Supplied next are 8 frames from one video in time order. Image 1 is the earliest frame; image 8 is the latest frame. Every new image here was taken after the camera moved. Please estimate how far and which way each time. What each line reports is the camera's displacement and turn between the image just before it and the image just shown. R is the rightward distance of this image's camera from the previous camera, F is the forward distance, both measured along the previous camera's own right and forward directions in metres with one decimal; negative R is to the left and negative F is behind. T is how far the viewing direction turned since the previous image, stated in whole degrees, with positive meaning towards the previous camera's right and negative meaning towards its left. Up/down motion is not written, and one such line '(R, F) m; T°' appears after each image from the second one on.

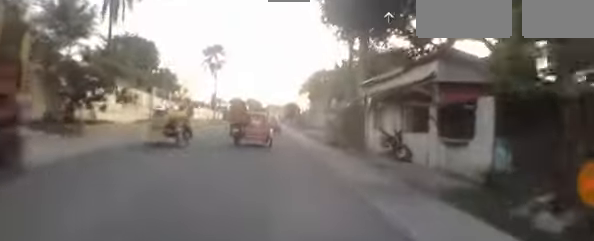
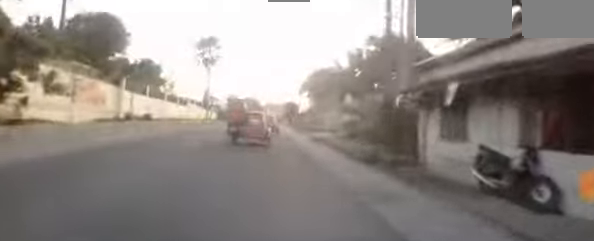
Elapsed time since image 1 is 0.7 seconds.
(-0.3, +5.5) m; 0°
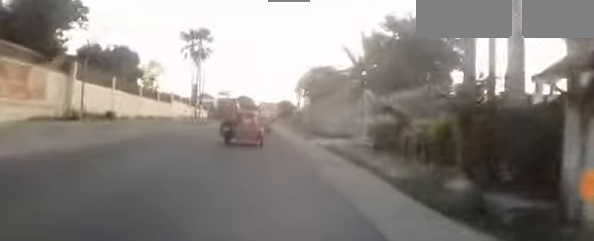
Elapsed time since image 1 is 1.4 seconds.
(+0.1, +5.1) m; -1°
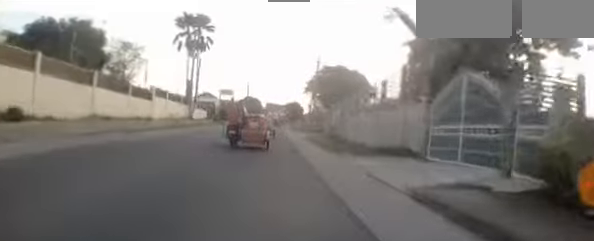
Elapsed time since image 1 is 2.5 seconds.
(-0.1, +8.3) m; -1°
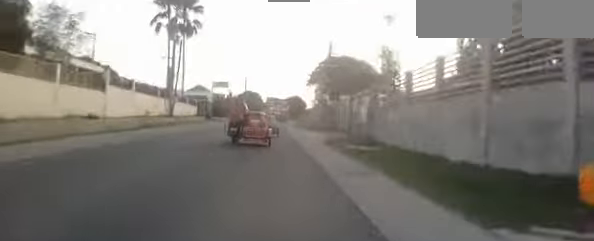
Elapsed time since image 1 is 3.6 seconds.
(+0.1, +8.0) m; +3°
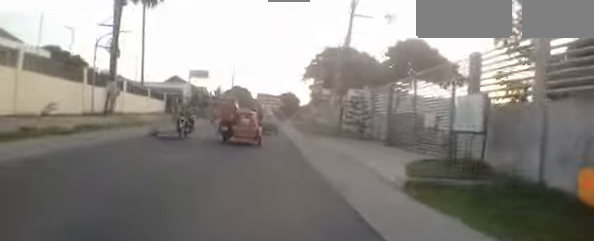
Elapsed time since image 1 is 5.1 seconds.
(+0.6, +11.0) m; +6°
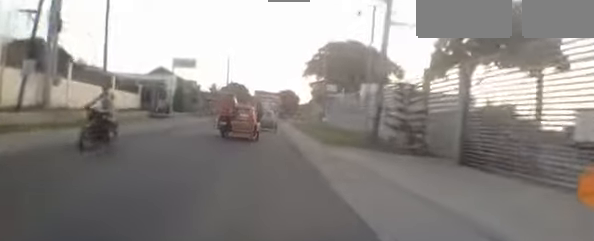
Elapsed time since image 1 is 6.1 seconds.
(+0.2, +7.5) m; -4°
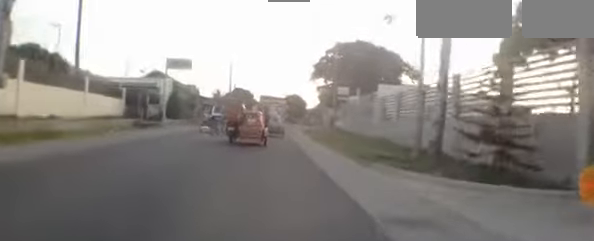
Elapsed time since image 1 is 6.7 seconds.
(-0.6, +4.3) m; 0°
